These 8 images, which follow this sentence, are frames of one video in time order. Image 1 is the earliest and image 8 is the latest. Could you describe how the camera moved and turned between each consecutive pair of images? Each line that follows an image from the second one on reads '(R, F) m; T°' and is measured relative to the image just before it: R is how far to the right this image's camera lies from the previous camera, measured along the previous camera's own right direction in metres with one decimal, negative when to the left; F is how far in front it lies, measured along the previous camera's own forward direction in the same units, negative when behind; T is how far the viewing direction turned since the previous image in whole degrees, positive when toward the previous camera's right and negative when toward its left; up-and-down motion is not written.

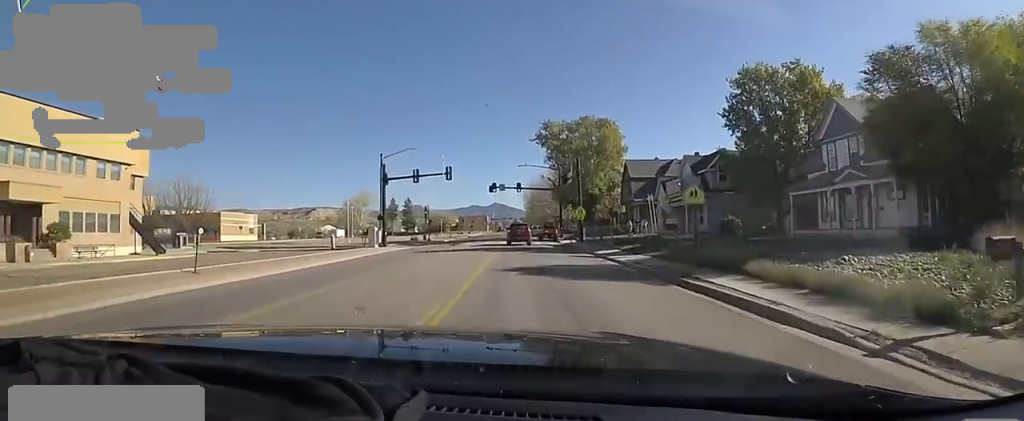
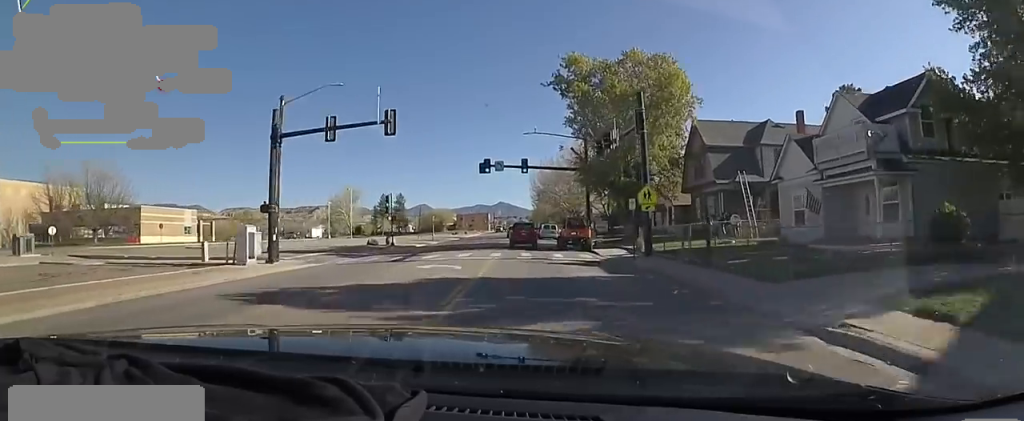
(0.0, +21.0) m; 0°
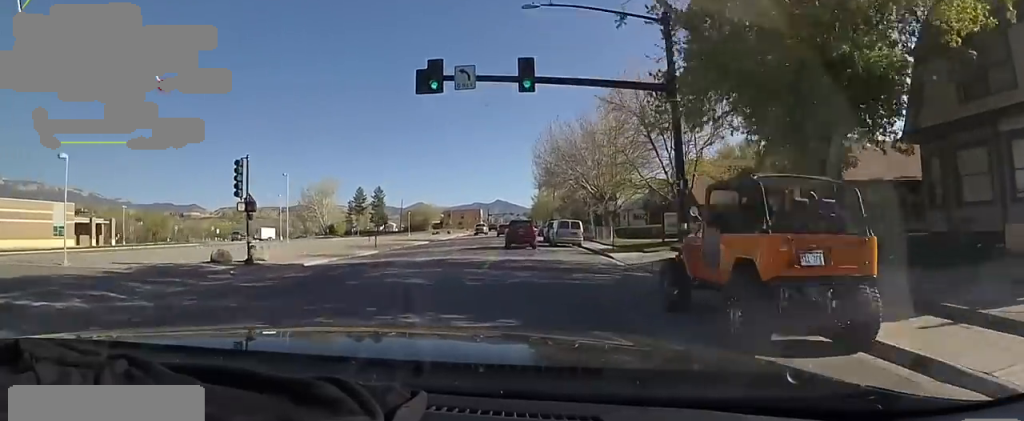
(0.0, +23.8) m; 0°
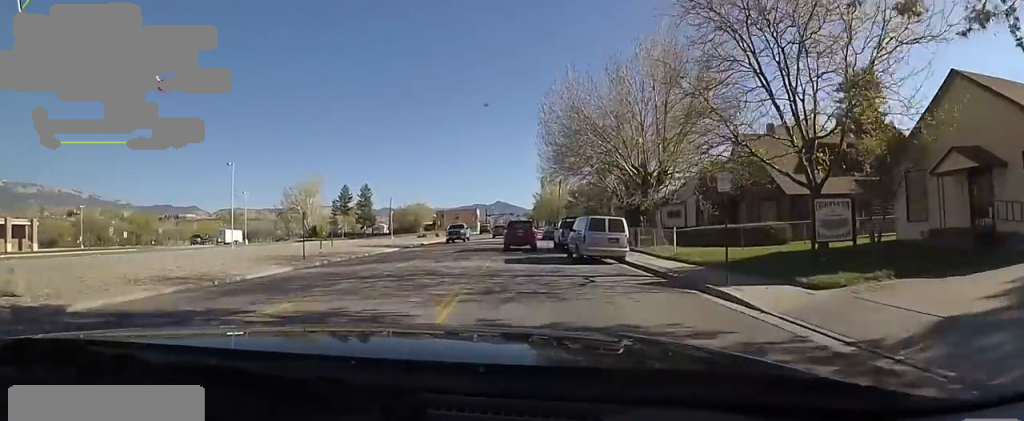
(0.0, +13.3) m; 0°
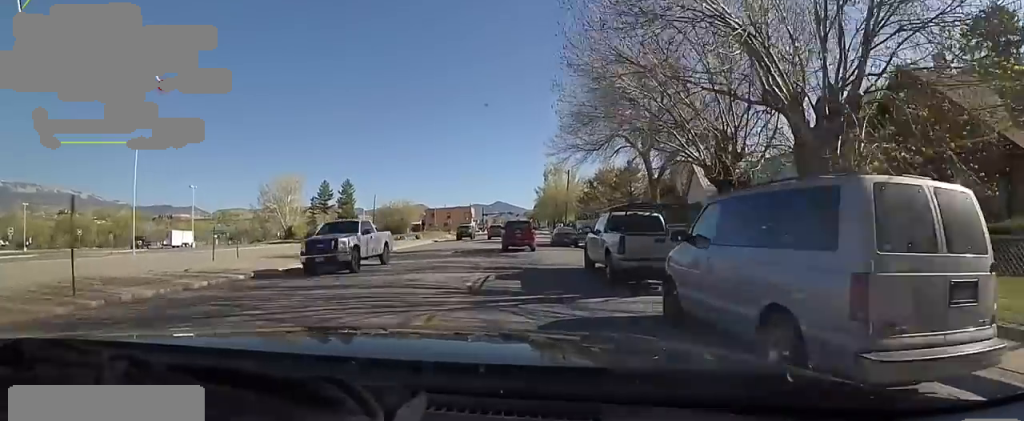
(0.0, +14.8) m; 0°
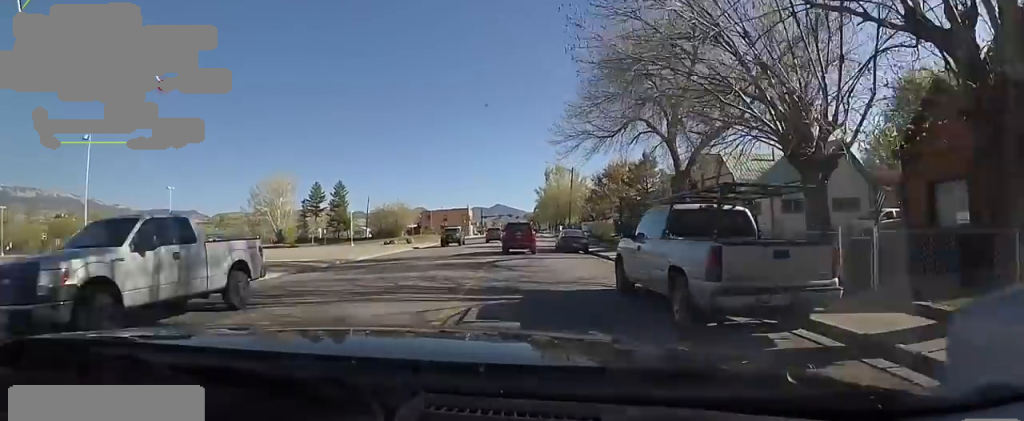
(0.0, +5.0) m; 0°
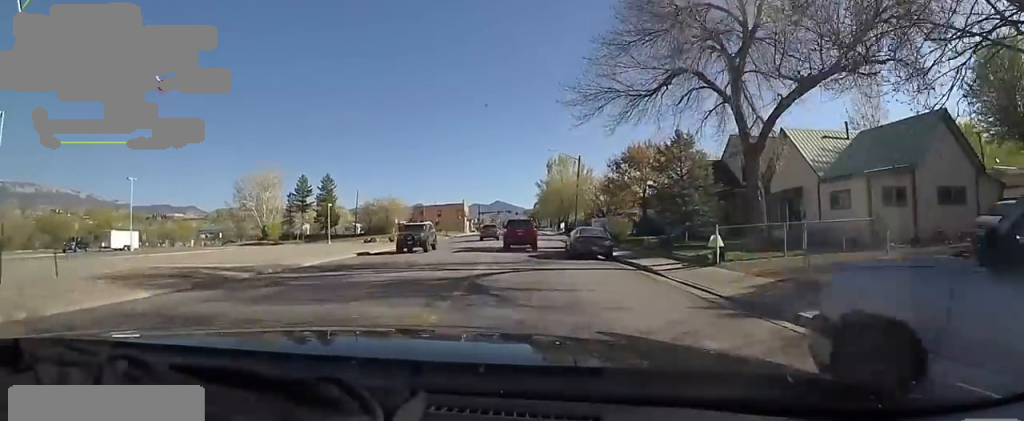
(0.0, +7.2) m; 0°
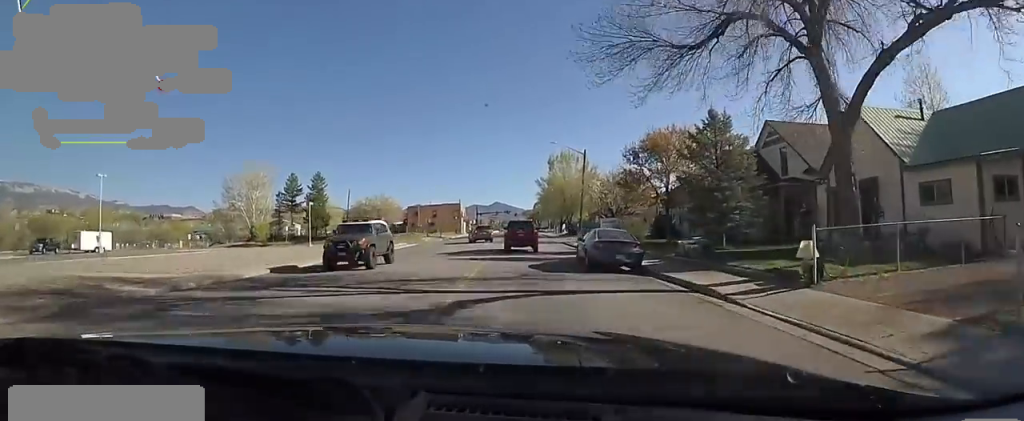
(0.0, +4.9) m; 0°
